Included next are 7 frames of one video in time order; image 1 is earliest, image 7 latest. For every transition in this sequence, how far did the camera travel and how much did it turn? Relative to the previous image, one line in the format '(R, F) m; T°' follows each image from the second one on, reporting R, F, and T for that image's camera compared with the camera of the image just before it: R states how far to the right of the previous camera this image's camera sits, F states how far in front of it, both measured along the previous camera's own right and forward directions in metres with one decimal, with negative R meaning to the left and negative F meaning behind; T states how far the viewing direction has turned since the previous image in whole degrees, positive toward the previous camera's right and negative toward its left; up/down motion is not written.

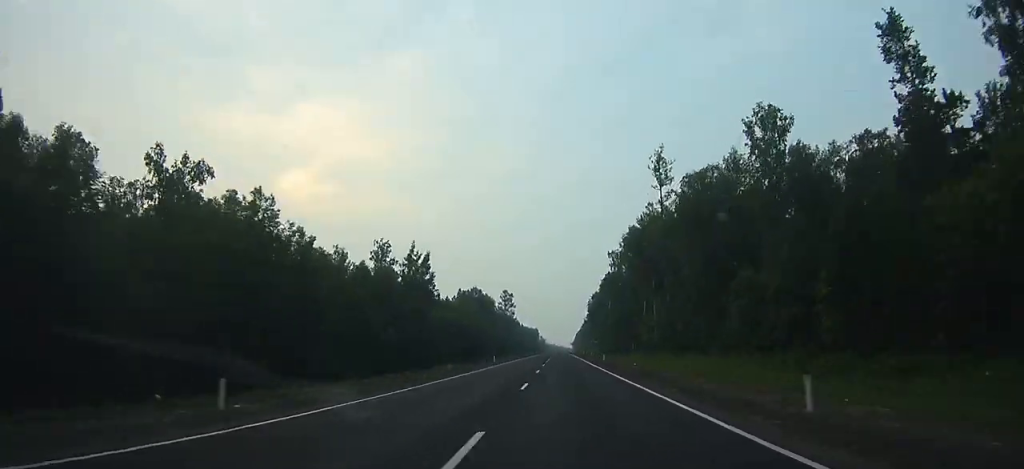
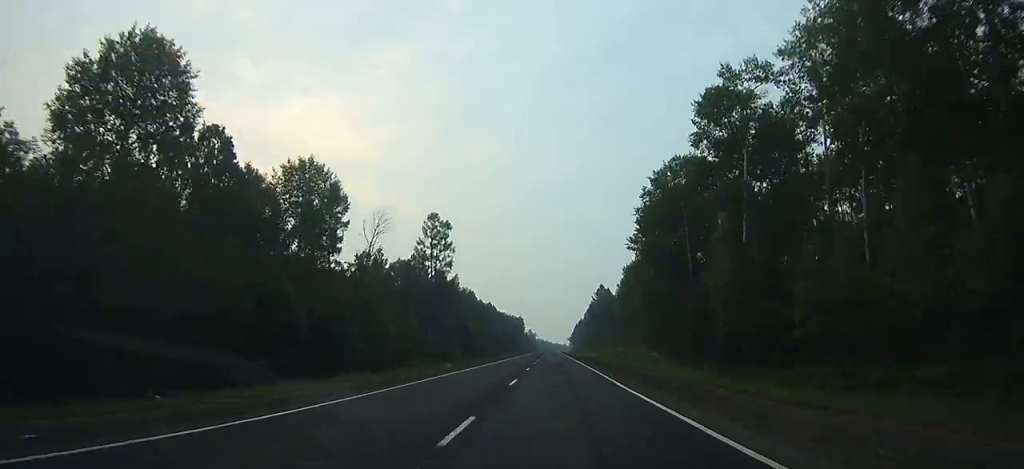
(+0.1, +137.2) m; 0°
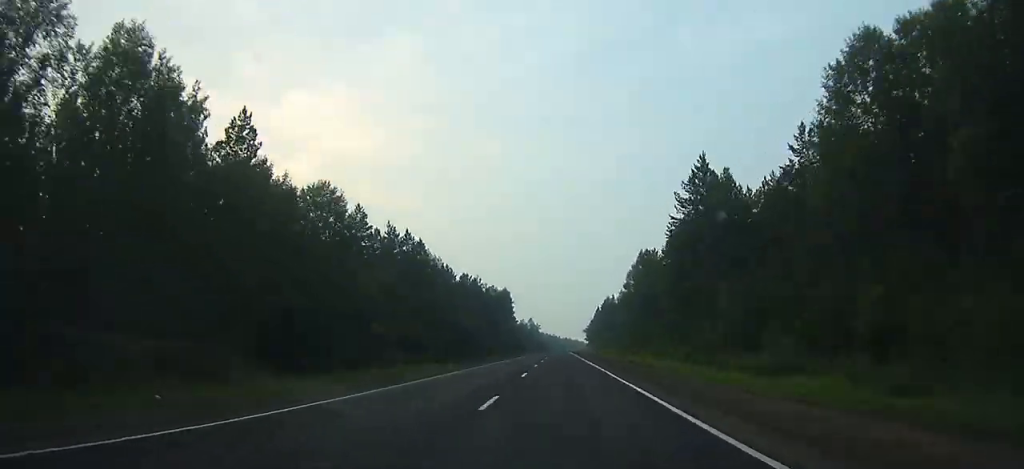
(-0.9, +149.9) m; 0°
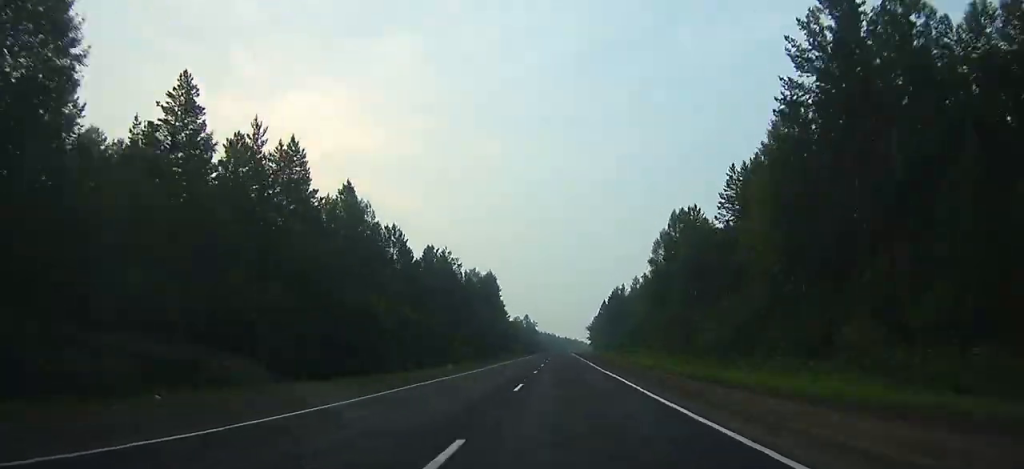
(0.0, +44.2) m; 0°
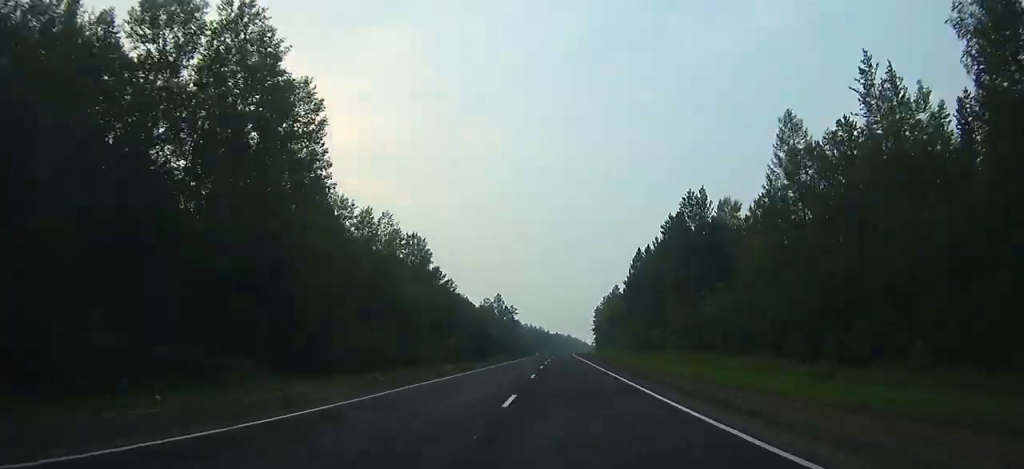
(+0.9, +124.1) m; +1°
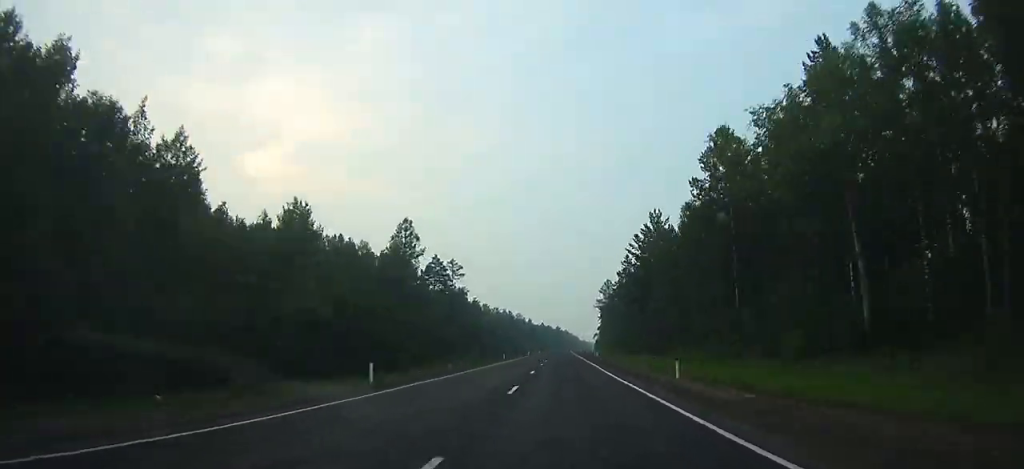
(+1.3, +127.0) m; +1°
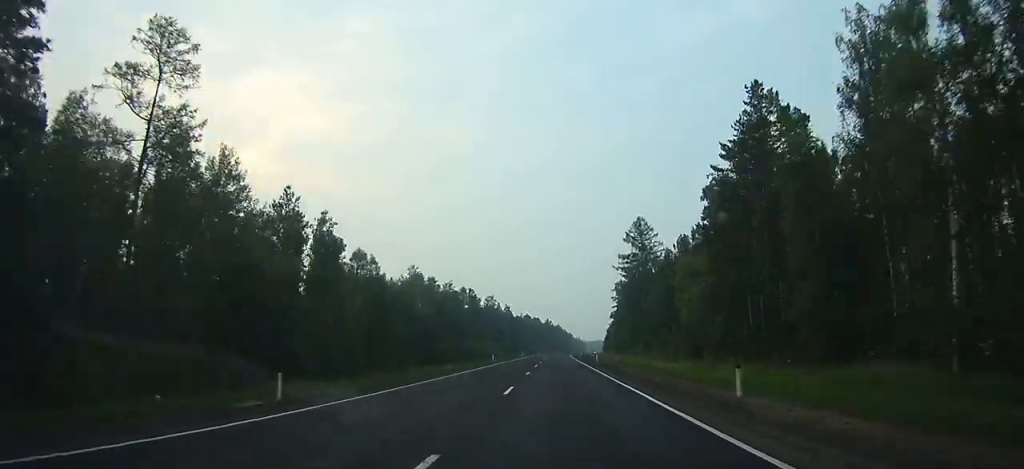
(+0.9, +102.9) m; +1°
